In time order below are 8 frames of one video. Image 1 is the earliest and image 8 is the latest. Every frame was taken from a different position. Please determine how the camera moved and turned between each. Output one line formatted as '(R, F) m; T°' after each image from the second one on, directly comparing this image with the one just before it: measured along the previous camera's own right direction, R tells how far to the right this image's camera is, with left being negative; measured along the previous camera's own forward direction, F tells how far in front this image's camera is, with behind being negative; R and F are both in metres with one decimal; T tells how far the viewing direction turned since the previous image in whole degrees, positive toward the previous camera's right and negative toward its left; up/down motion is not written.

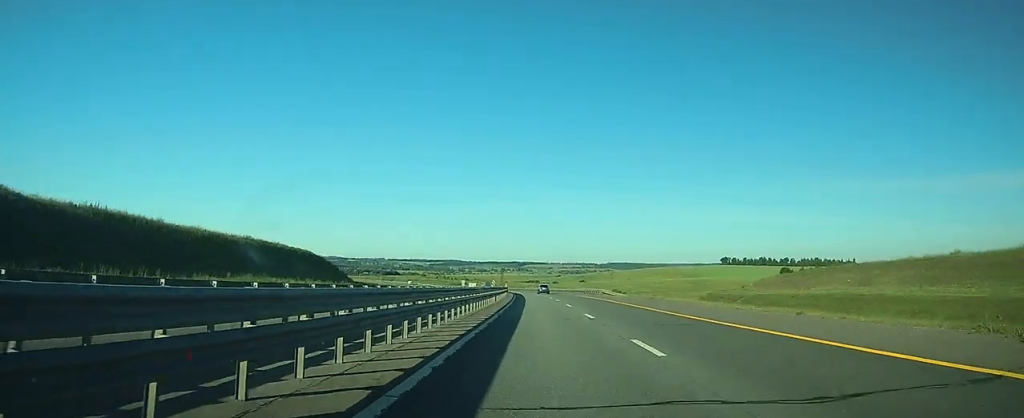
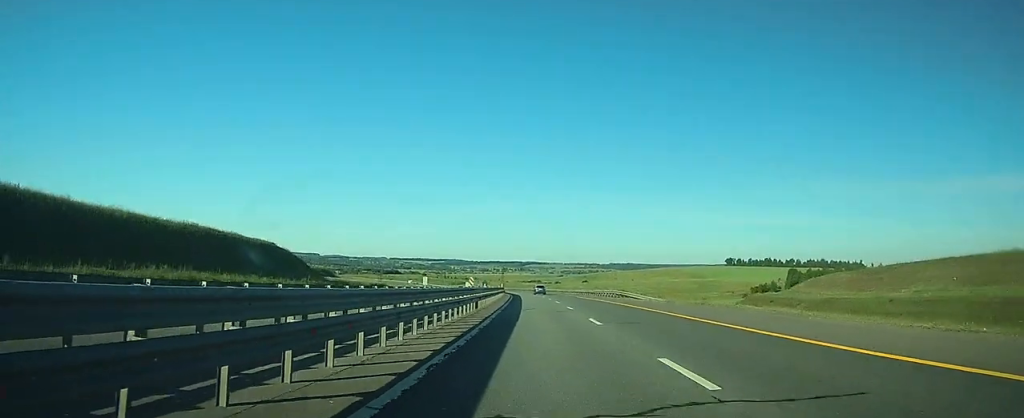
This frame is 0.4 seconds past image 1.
(0.0, +15.4) m; 0°
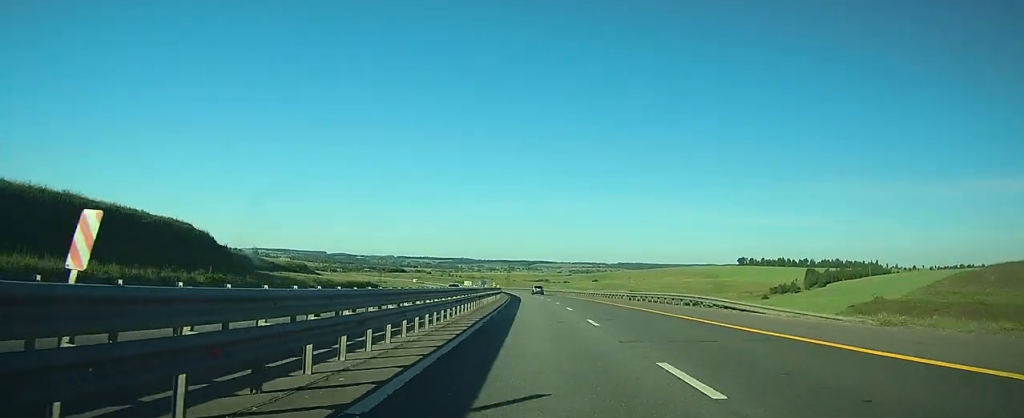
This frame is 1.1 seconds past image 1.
(-0.1, +24.7) m; 0°
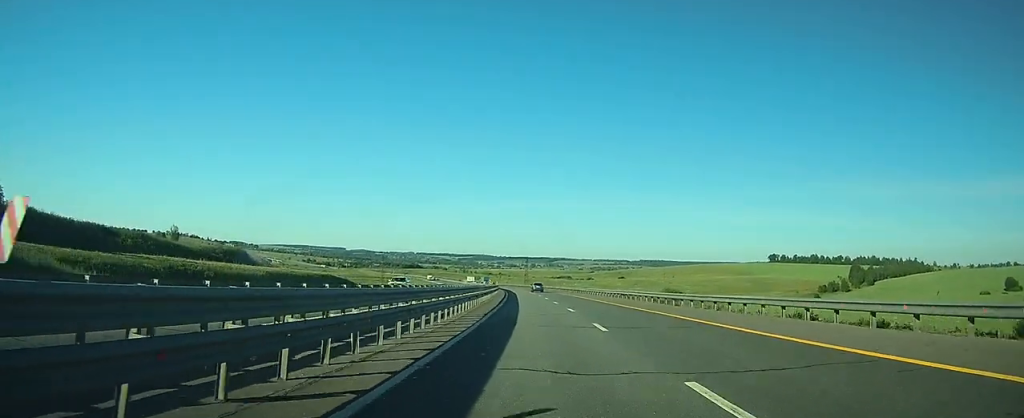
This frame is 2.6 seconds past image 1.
(-0.5, +50.3) m; -2°
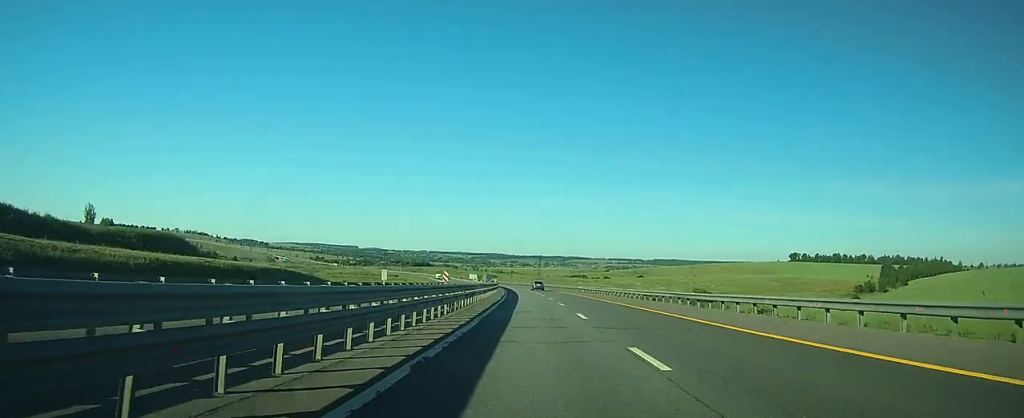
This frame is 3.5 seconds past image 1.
(-0.4, +31.3) m; -2°
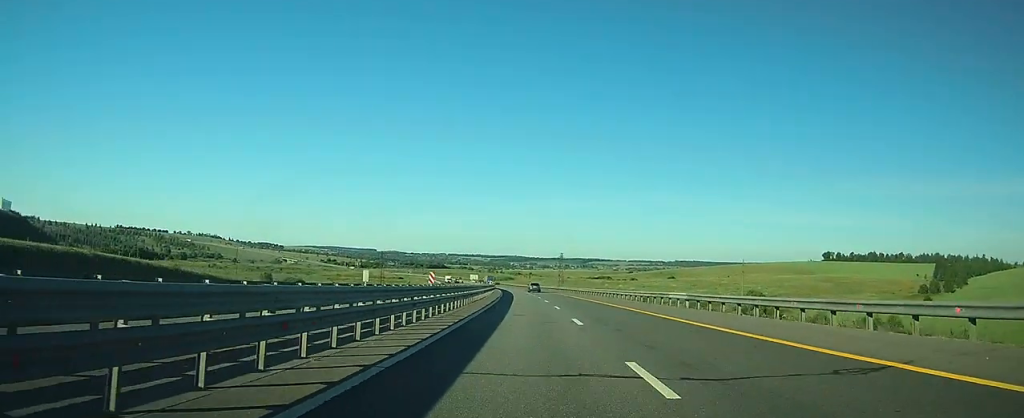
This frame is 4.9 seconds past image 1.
(-1.2, +50.8) m; -2°
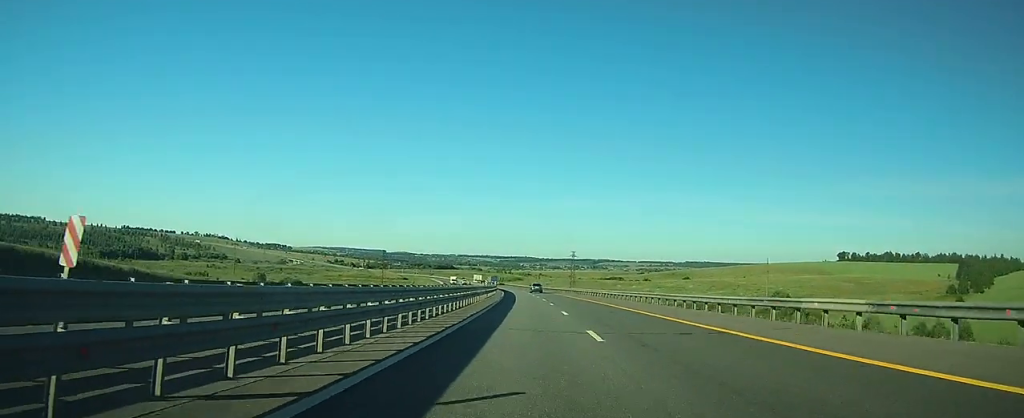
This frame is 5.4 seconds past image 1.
(0.0, +17.3) m; -1°
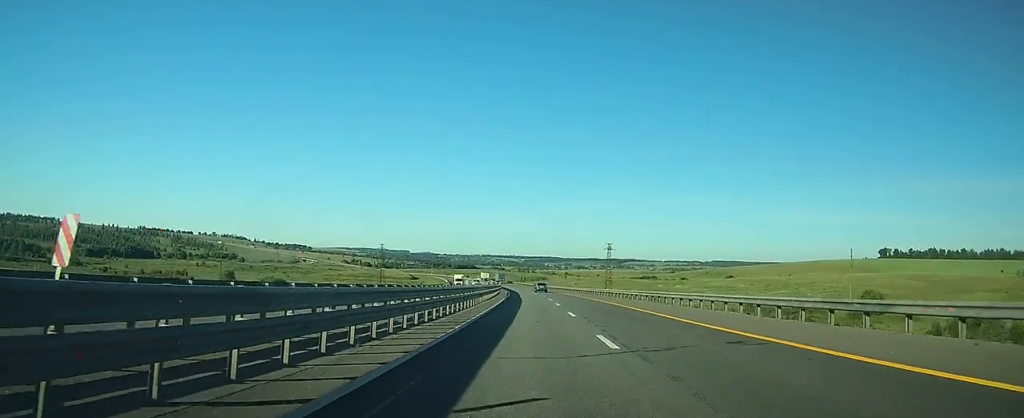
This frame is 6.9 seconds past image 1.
(-1.1, +49.8) m; -2°
